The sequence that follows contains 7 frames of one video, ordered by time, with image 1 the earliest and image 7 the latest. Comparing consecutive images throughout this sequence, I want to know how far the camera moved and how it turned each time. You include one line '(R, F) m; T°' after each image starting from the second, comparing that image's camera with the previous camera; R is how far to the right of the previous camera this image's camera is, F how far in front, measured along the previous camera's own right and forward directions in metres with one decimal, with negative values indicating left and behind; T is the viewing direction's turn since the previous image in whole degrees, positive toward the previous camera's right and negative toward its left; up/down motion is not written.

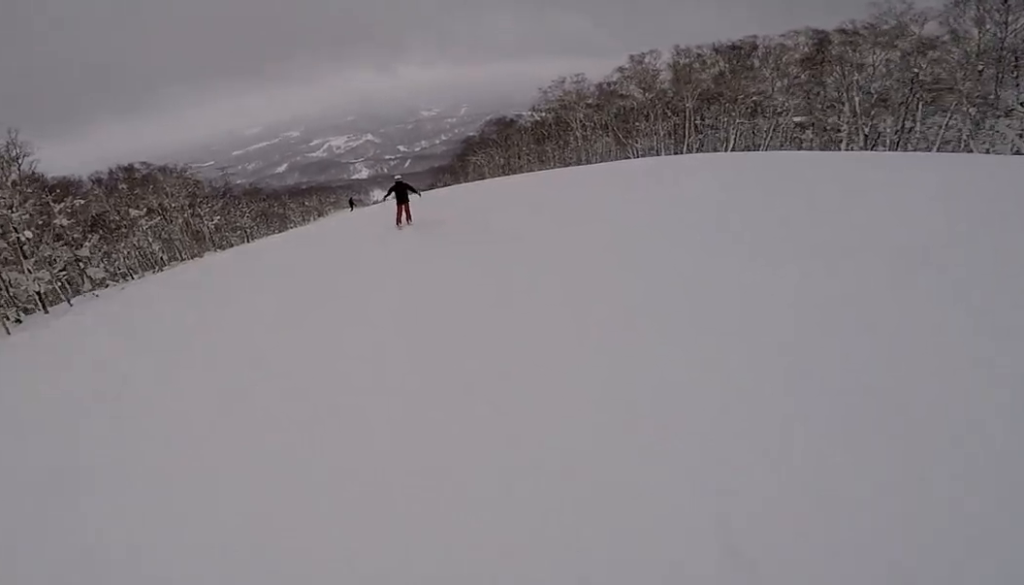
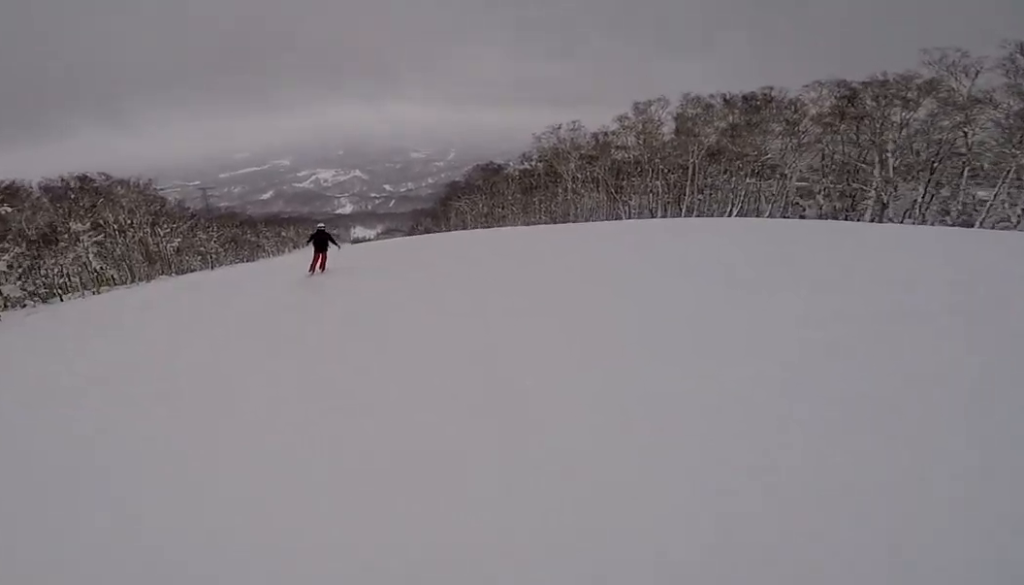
(+0.4, +6.6) m; -1°
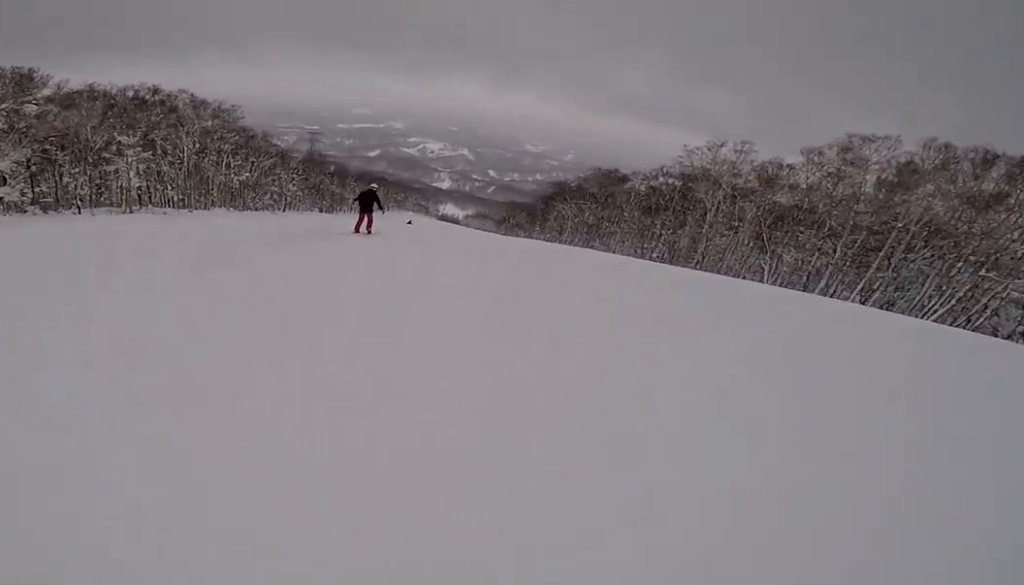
(-1.0, +11.3) m; -3°
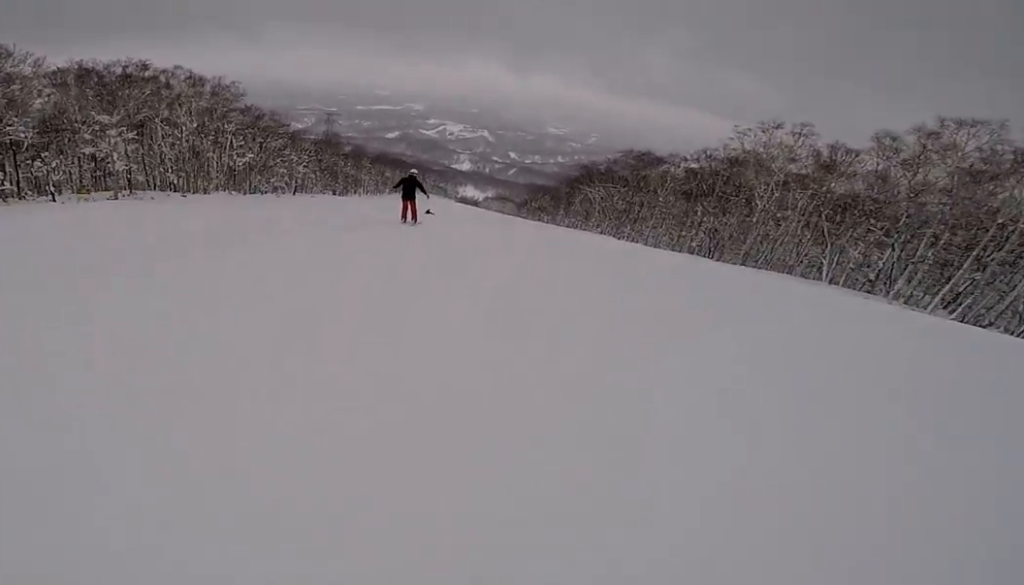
(+0.1, +5.9) m; -2°
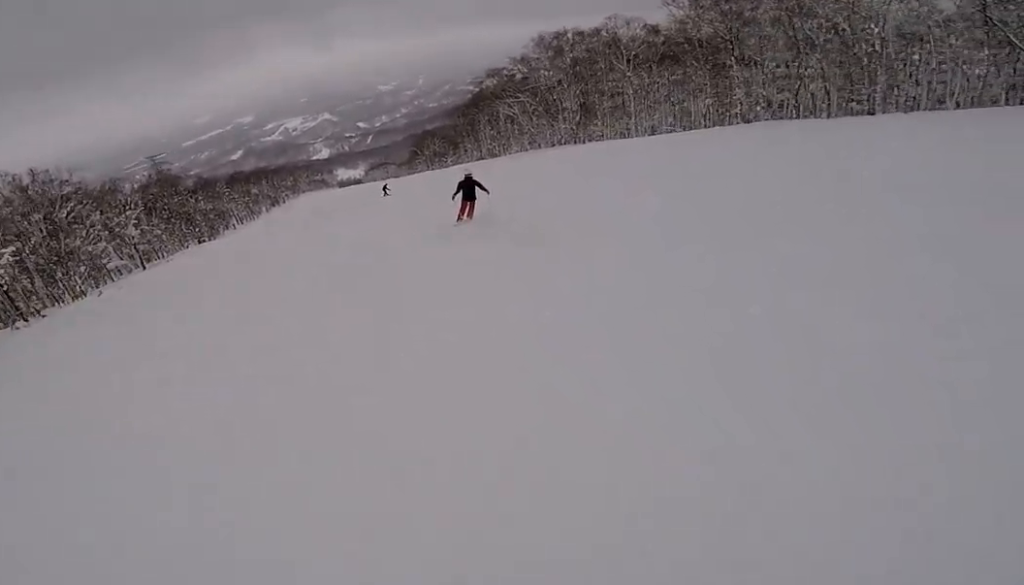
(+0.7, +30.2) m; +10°
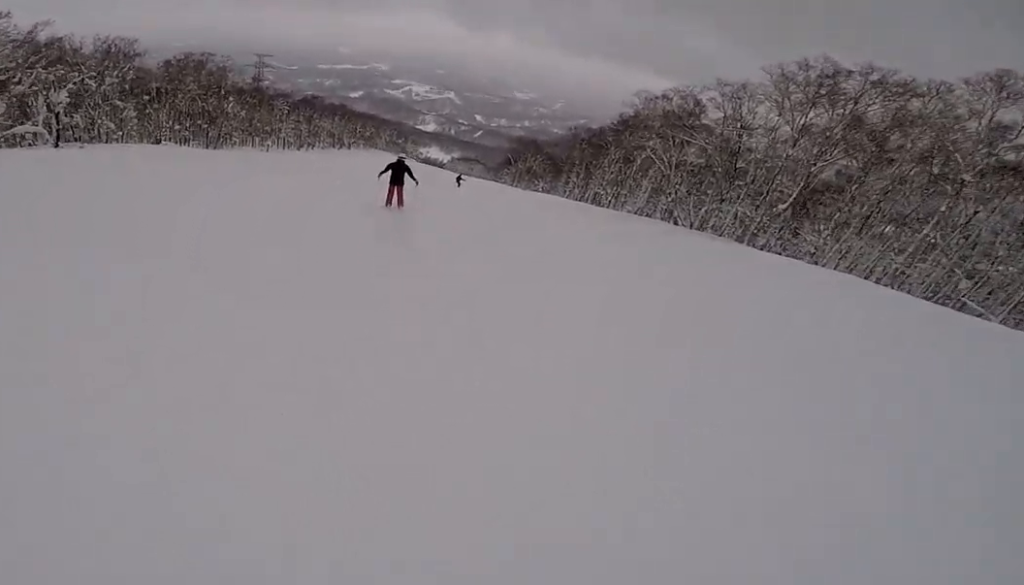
(+0.3, +28.7) m; -8°
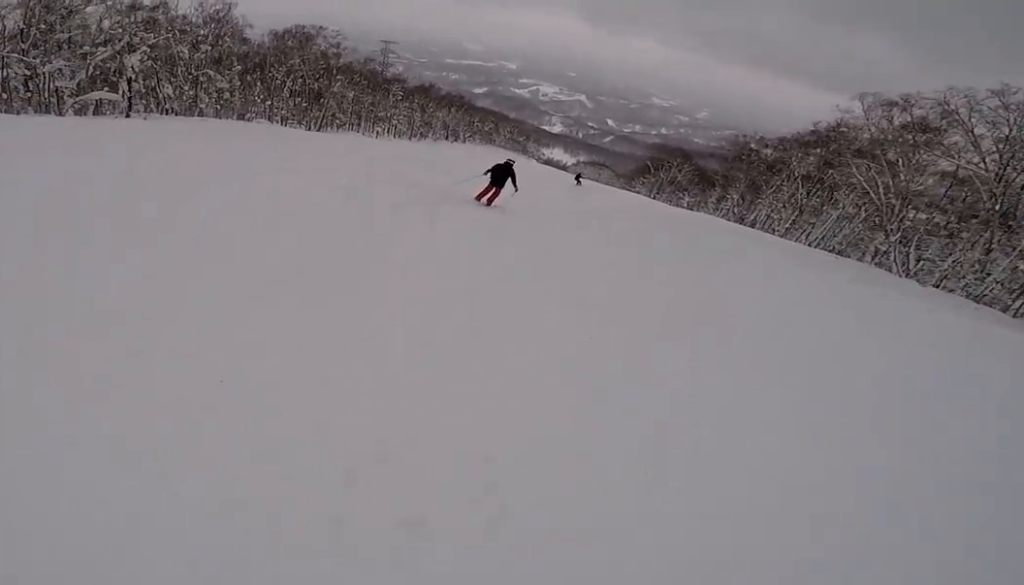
(-1.8, +12.2) m; -14°
